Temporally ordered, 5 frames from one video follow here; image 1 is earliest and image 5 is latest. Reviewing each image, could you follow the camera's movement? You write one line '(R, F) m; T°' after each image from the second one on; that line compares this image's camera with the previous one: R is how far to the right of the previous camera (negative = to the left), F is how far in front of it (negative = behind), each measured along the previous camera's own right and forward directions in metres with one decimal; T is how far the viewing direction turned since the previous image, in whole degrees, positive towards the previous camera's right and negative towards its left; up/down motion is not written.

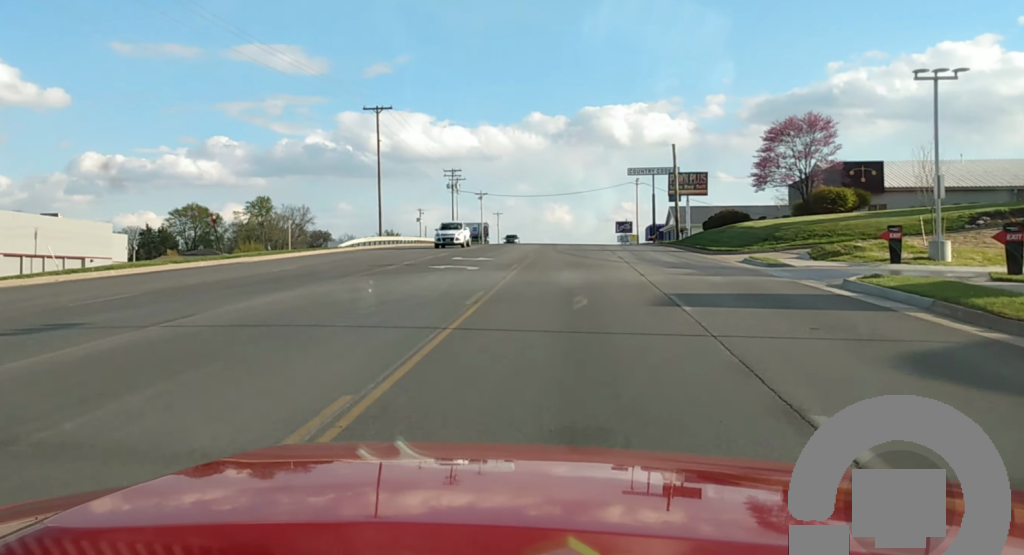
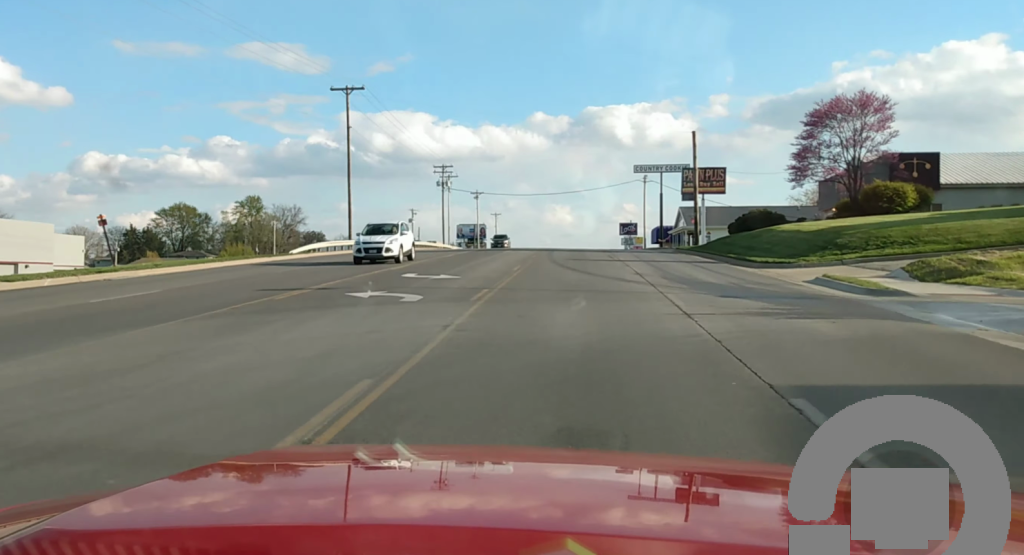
(0.0, +11.1) m; 0°
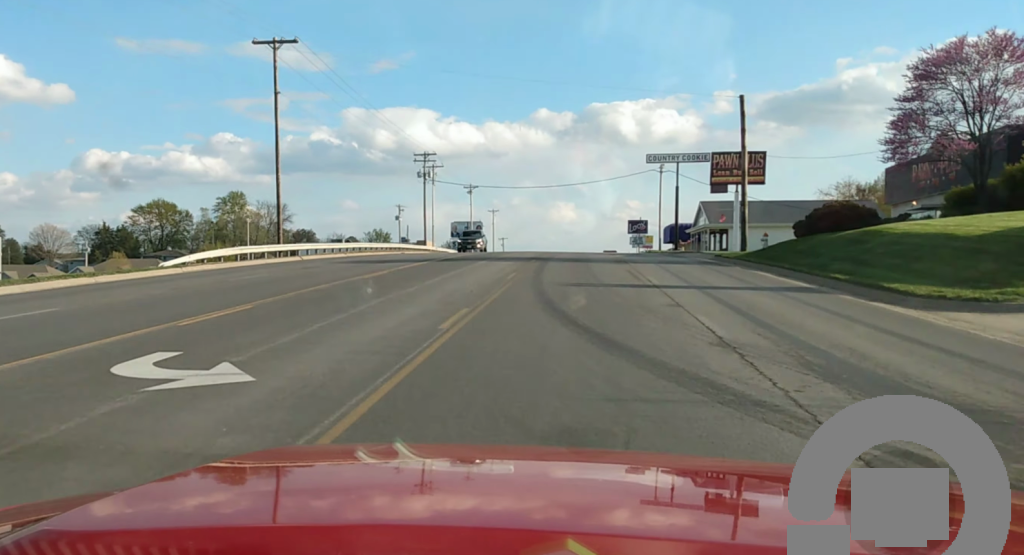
(+0.1, +17.2) m; 0°
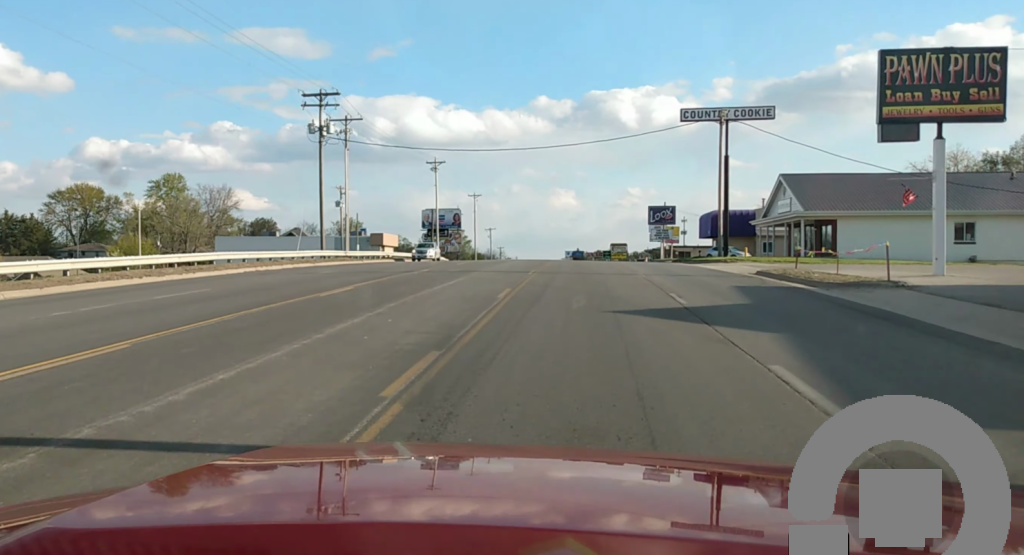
(-0.3, +41.9) m; 0°
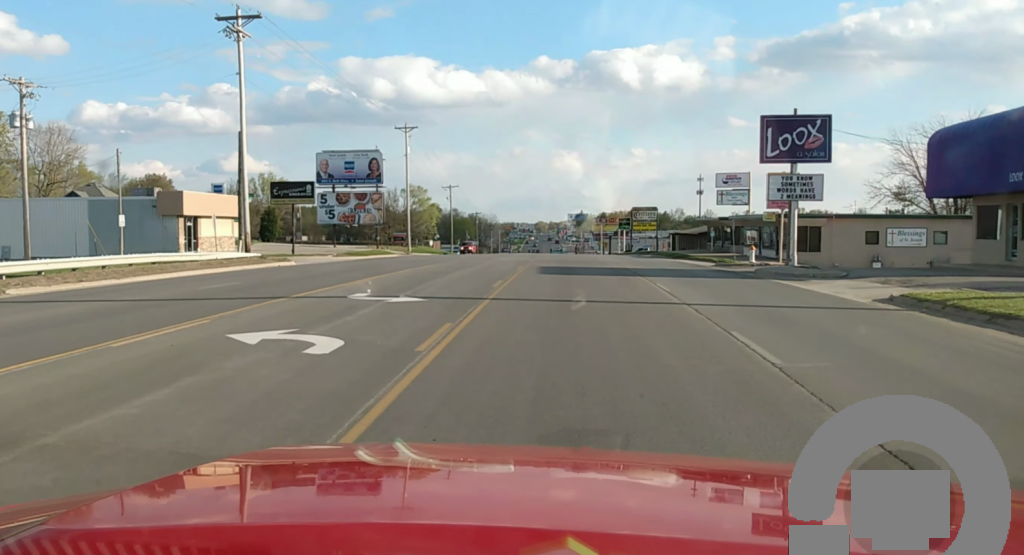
(-0.2, +70.0) m; -1°
